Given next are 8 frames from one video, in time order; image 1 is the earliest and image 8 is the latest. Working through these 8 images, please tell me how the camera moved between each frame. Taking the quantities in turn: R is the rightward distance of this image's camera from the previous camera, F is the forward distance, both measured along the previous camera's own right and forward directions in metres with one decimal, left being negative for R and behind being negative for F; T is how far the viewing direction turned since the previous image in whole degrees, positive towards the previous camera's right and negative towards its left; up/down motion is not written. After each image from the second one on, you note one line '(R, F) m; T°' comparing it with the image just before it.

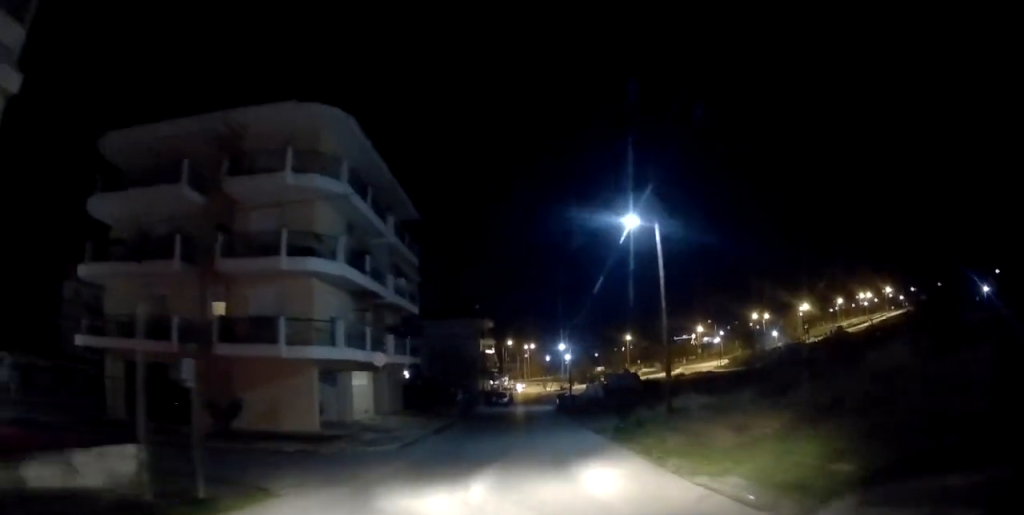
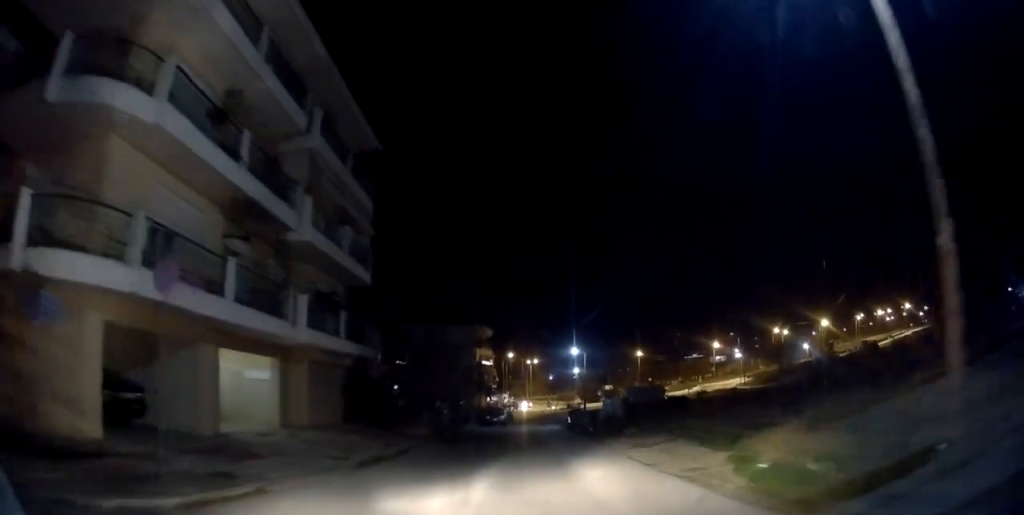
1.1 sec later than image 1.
(+0.1, +12.5) m; +1°
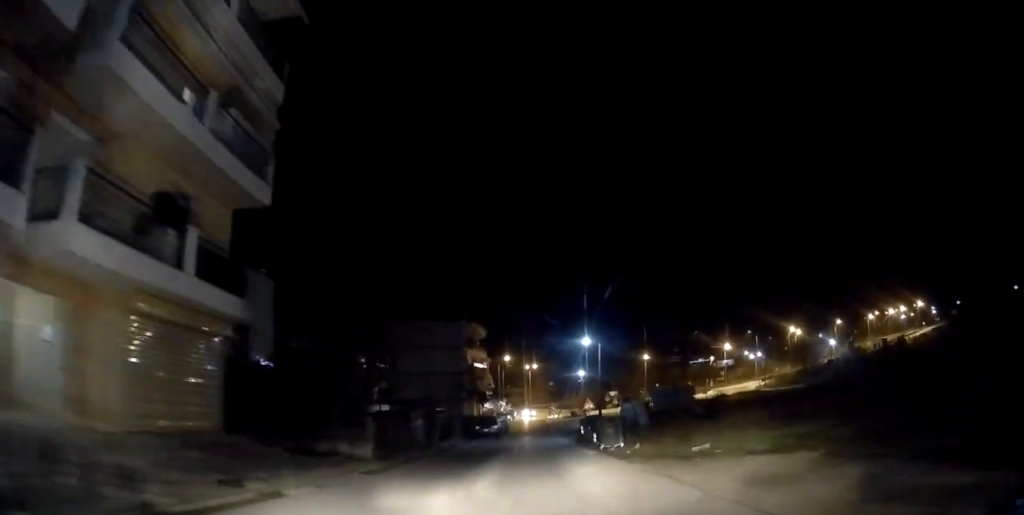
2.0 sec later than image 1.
(+0.1, +10.3) m; +1°
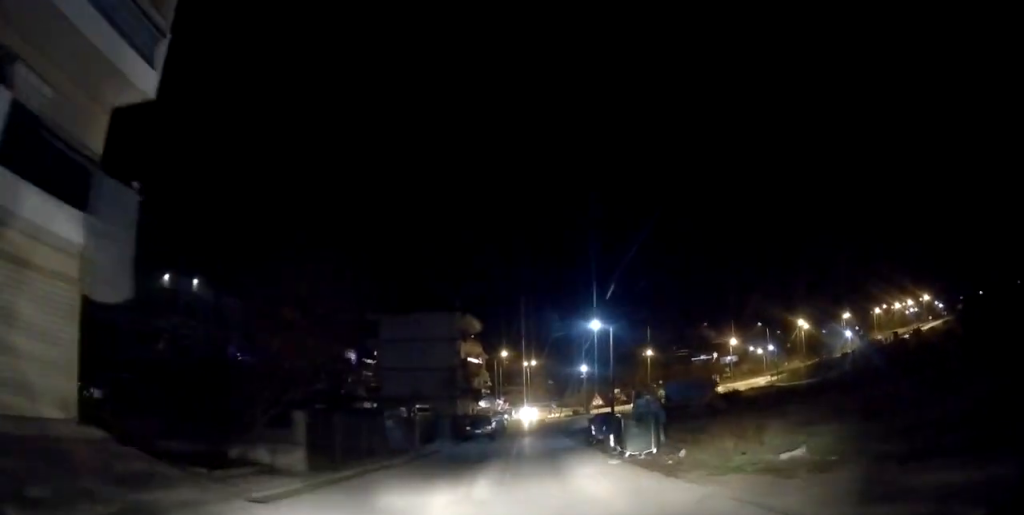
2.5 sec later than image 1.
(0.0, +5.9) m; 0°
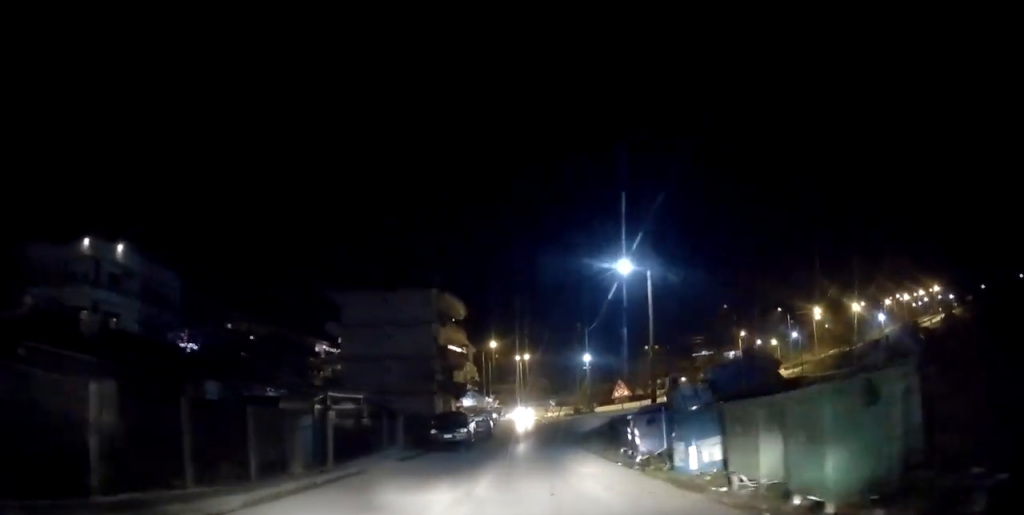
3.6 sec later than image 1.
(0.0, +11.4) m; 0°
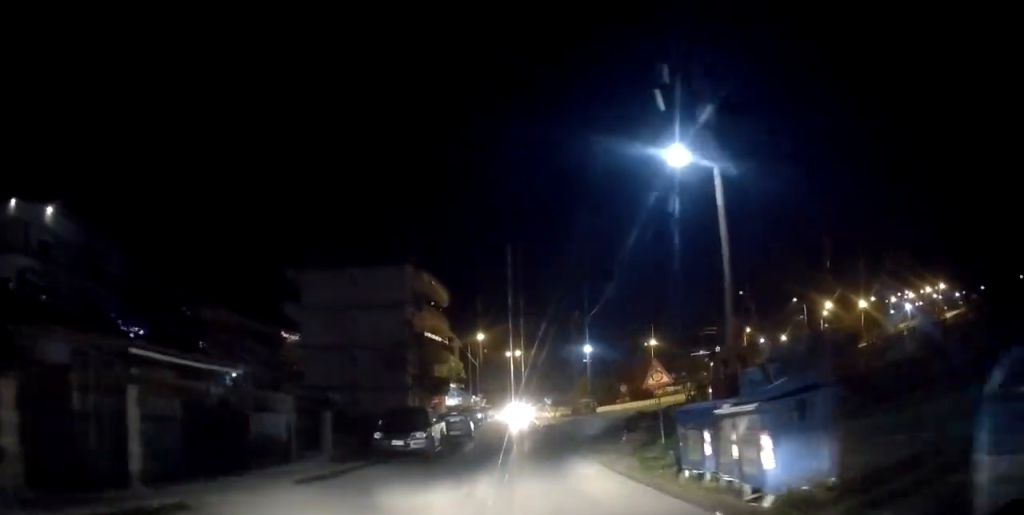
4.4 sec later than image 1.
(0.0, +8.1) m; 0°
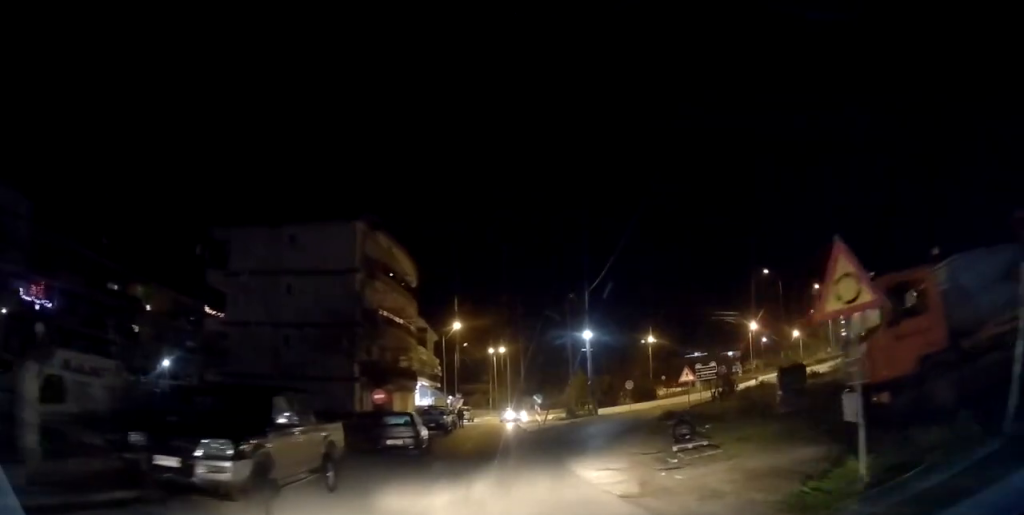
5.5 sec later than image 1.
(+0.1, +10.6) m; +3°
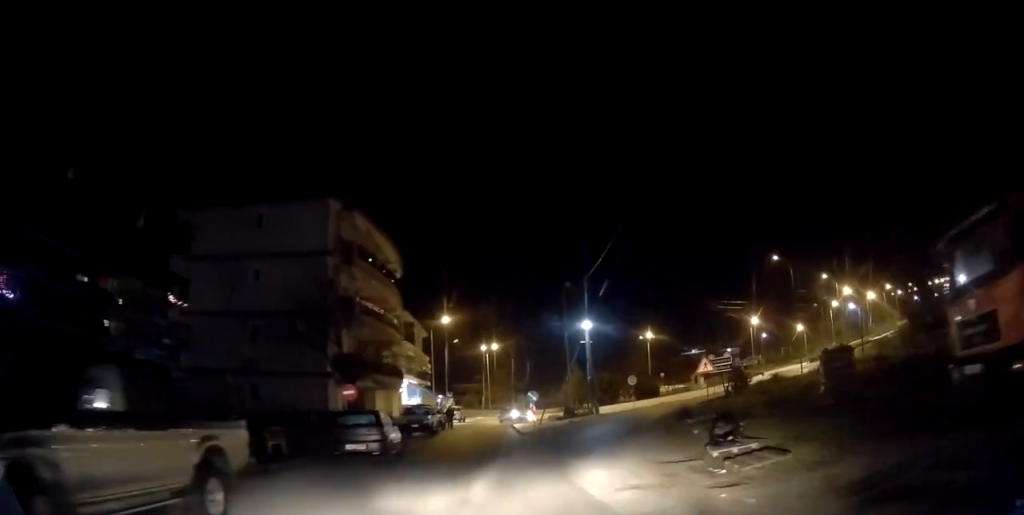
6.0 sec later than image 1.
(+0.2, +3.6) m; 0°
